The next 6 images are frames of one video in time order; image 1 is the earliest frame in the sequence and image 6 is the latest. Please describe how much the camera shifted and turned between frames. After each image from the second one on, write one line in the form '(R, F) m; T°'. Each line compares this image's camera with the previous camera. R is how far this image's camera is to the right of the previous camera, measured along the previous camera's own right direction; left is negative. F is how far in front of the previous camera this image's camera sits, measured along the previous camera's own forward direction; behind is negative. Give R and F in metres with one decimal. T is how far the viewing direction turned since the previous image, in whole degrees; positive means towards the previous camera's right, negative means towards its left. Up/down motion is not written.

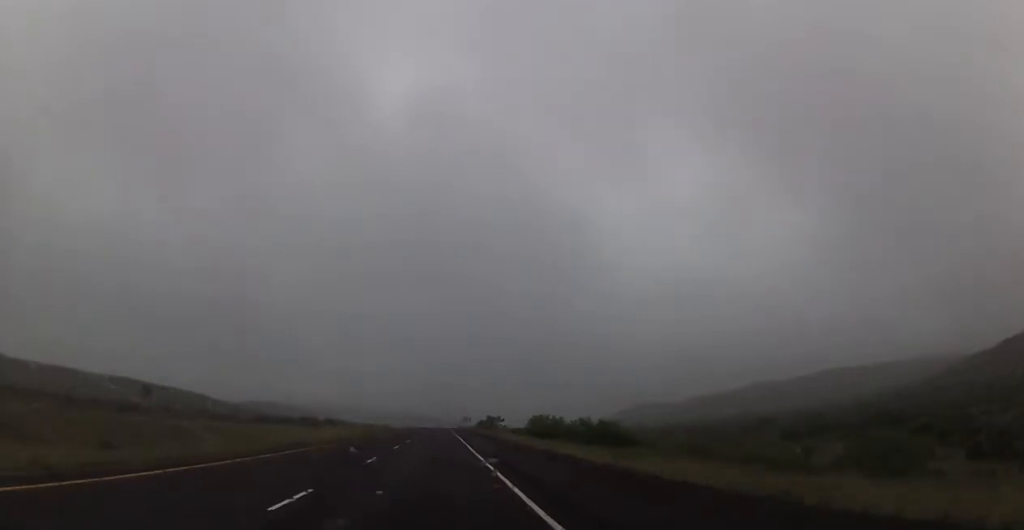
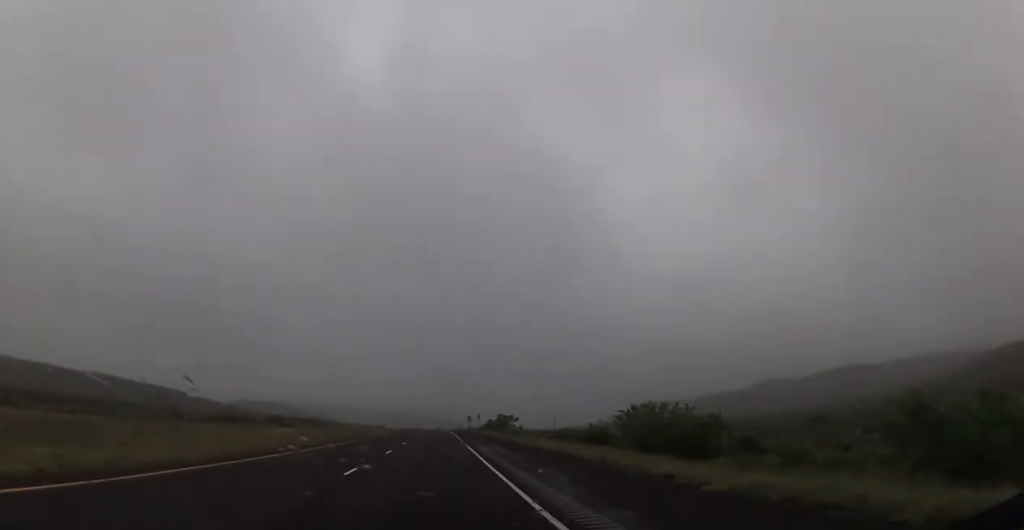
(-0.2, +42.2) m; -1°
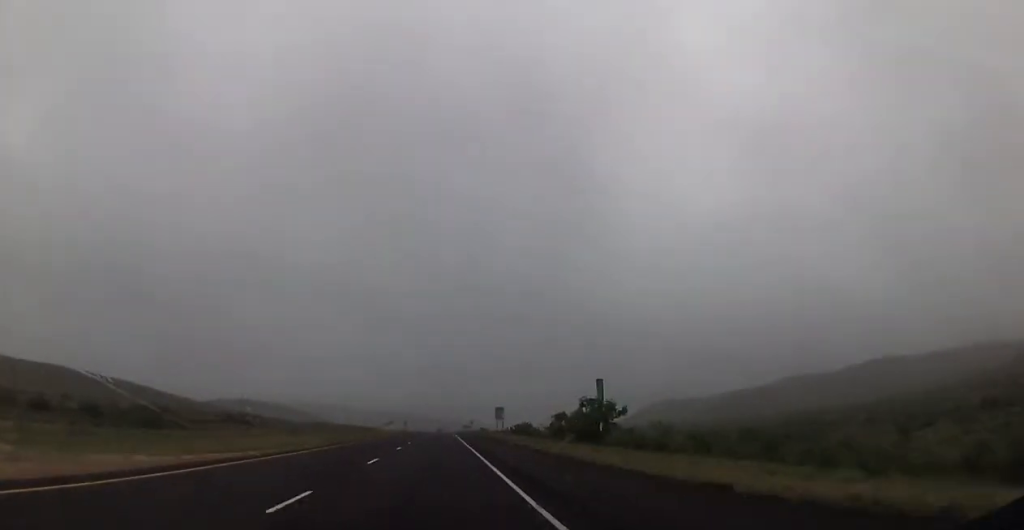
(0.0, +93.4) m; 0°
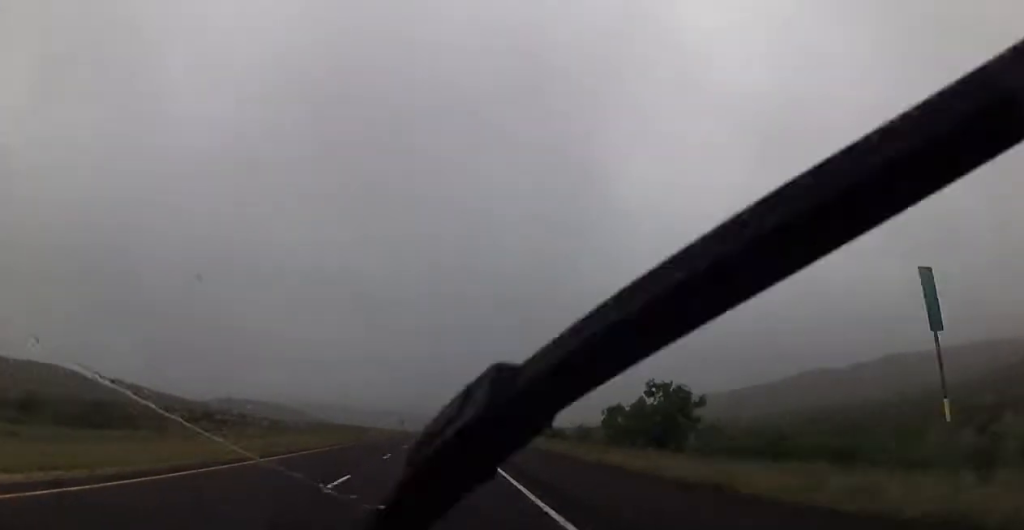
(+0.2, +20.5) m; 0°
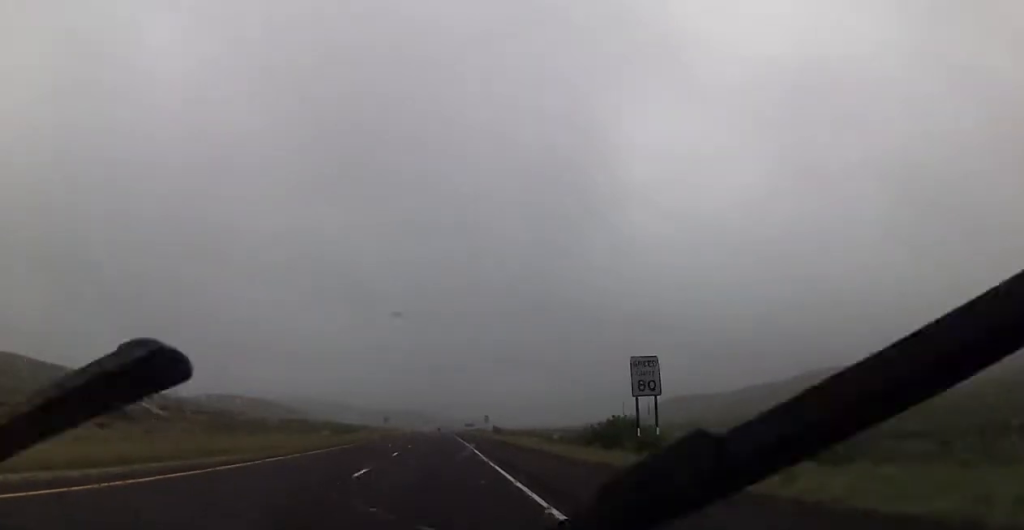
(-0.6, +45.9) m; 0°
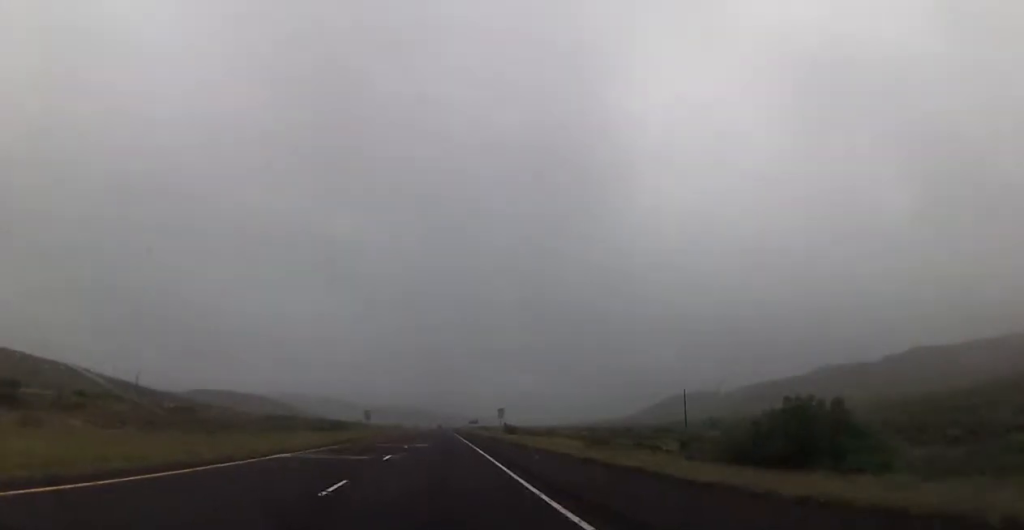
(+0.2, +29.9) m; 0°
